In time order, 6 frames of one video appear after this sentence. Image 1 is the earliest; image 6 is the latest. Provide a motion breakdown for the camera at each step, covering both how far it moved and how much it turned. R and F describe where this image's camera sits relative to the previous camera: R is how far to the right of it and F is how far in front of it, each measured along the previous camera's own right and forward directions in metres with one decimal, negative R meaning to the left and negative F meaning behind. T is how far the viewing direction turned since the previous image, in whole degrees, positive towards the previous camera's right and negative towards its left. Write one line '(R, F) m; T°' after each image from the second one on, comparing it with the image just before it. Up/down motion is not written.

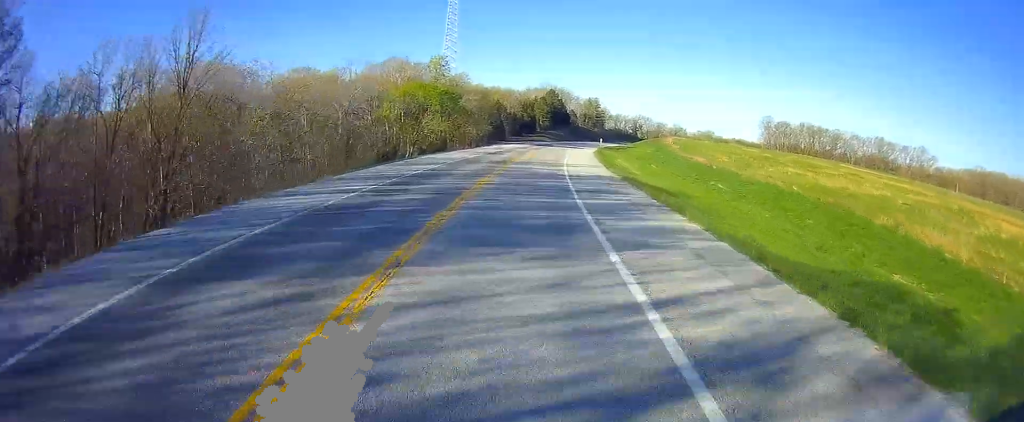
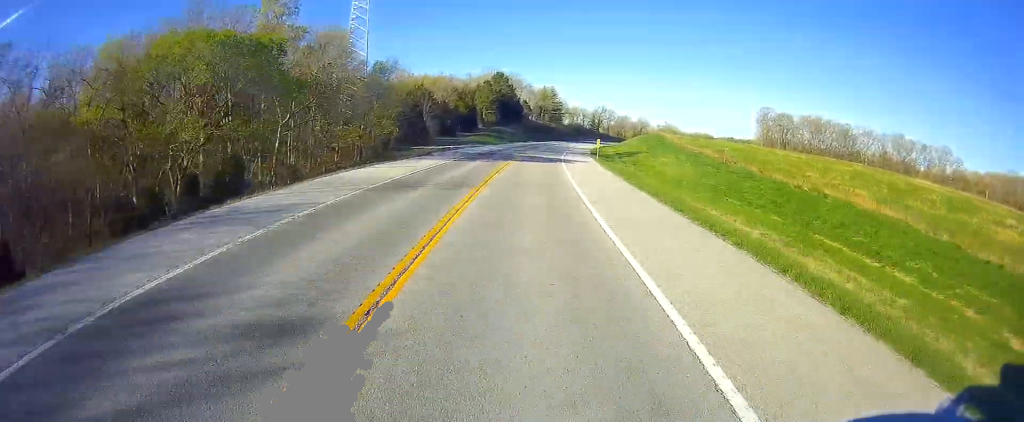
(+1.9, +55.6) m; +5°
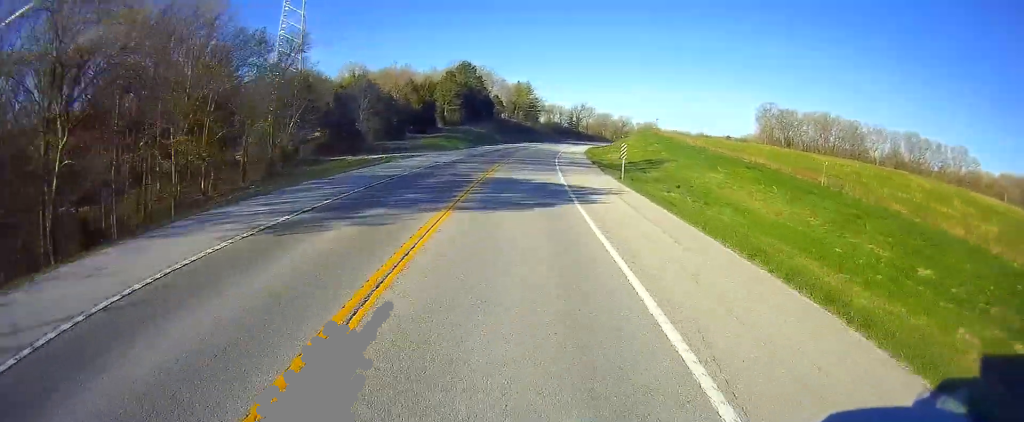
(+1.0, +26.8) m; +2°
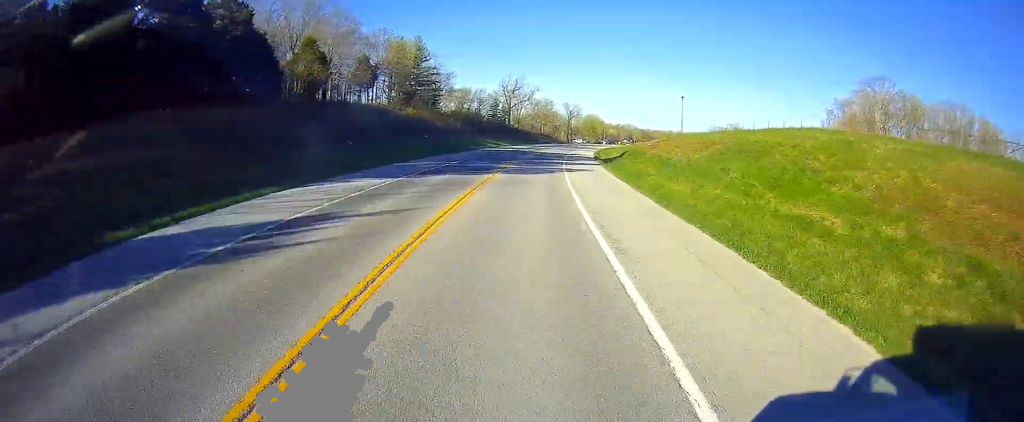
(+8.0, +106.4) m; +9°
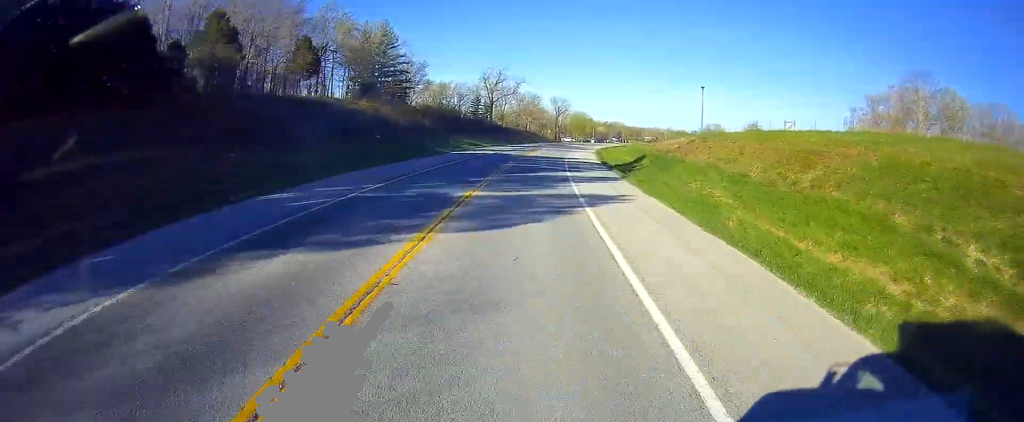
(+0.2, +18.5) m; +1°
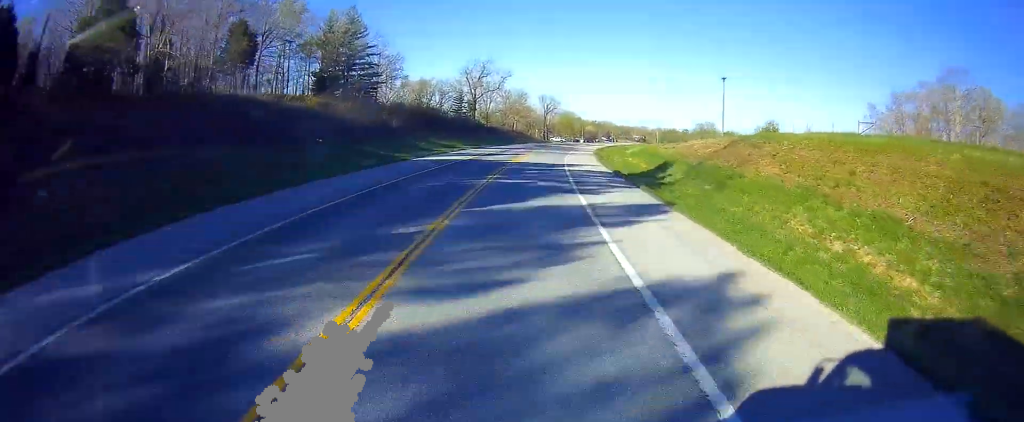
(+0.2, +13.3) m; 0°
